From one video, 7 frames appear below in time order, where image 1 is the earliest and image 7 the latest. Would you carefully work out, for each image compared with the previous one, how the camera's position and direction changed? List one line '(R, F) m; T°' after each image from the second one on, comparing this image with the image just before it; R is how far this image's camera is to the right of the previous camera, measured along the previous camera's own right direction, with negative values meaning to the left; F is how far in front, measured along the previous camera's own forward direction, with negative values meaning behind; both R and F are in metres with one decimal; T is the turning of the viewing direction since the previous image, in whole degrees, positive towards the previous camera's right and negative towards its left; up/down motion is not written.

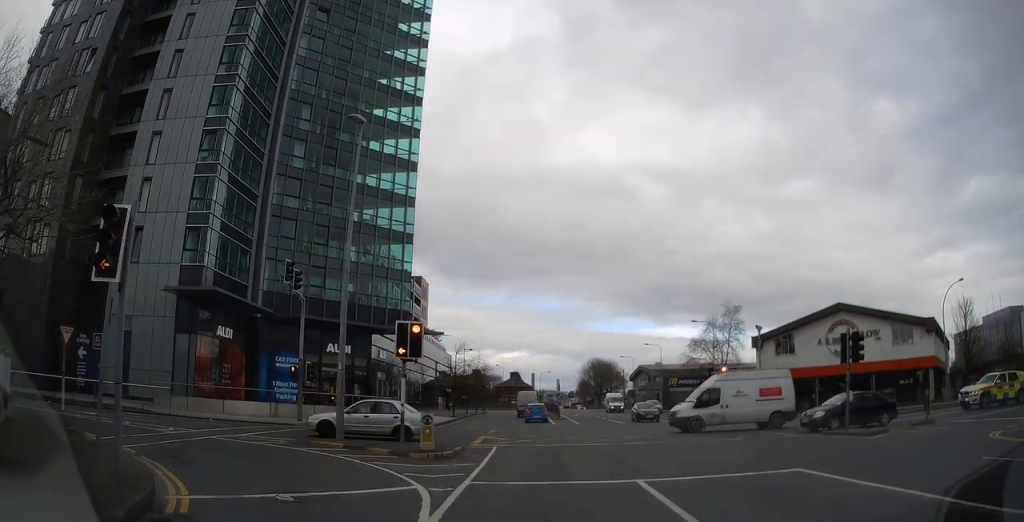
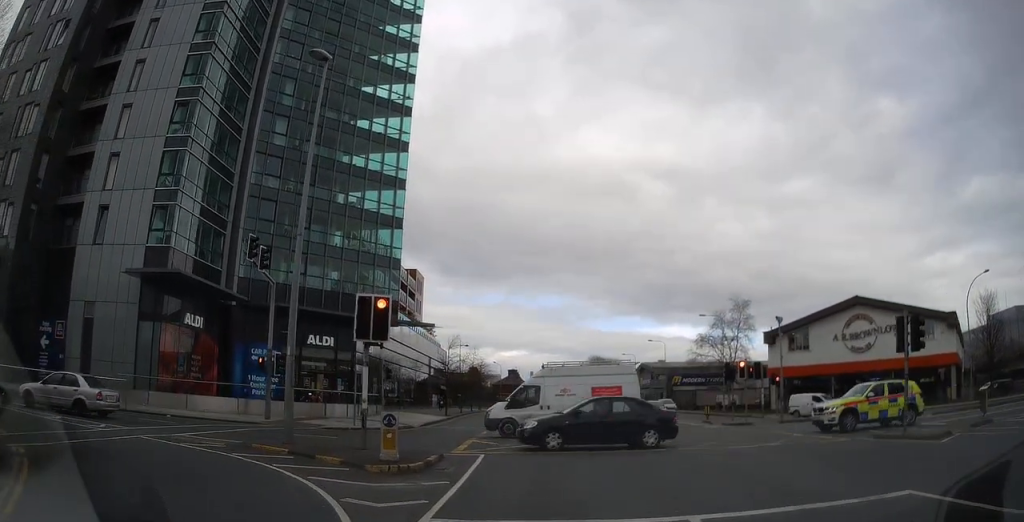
(-0.1, +4.5) m; +1°
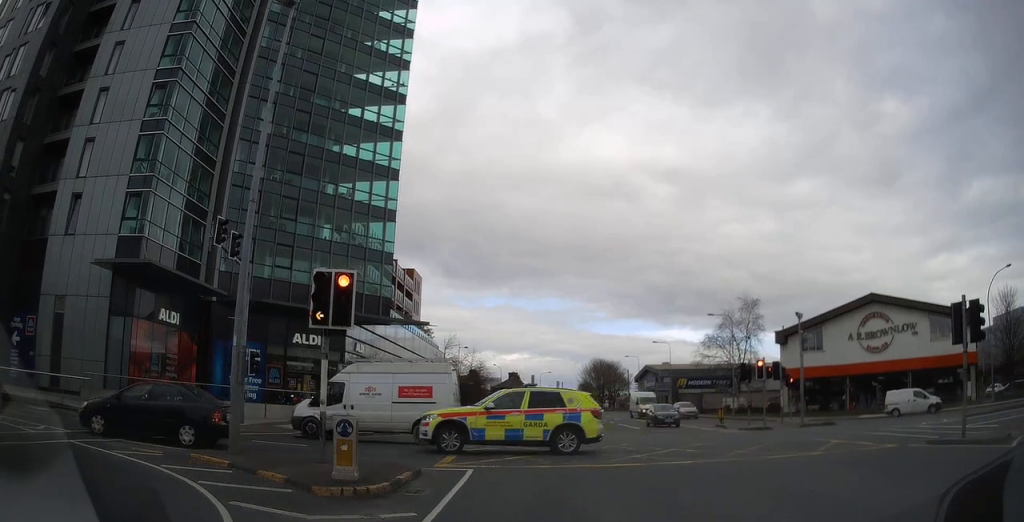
(+0.2, +3.5) m; +2°
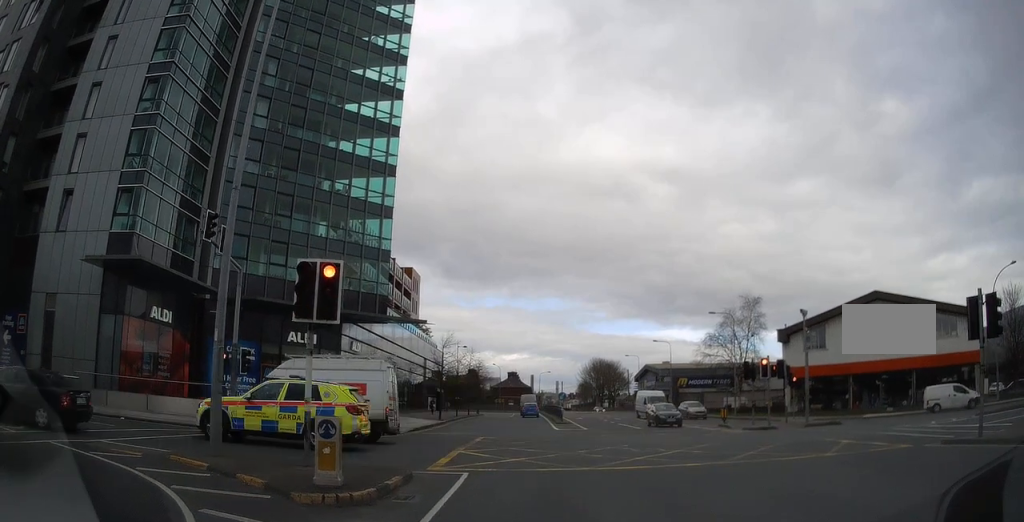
(0.0, +1.0) m; +2°
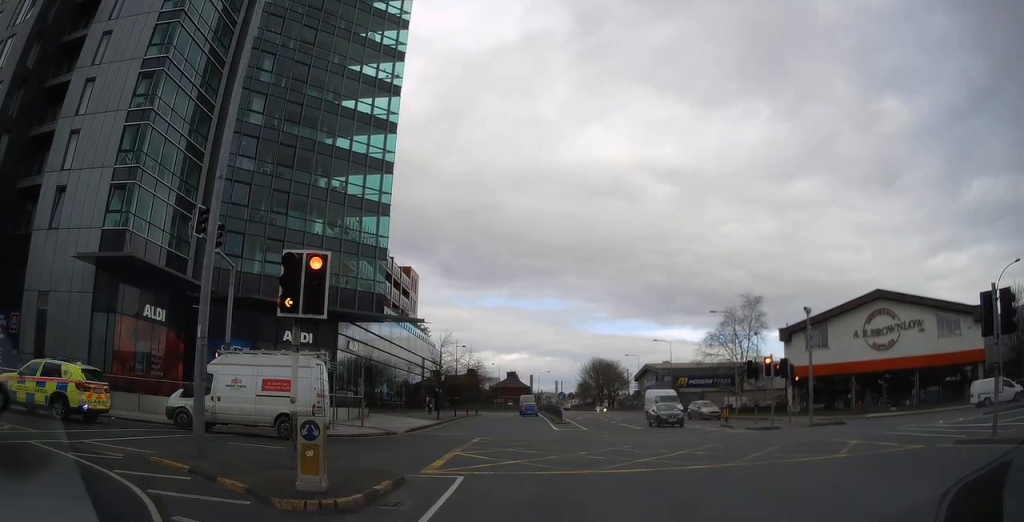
(-0.1, +1.2) m; +3°
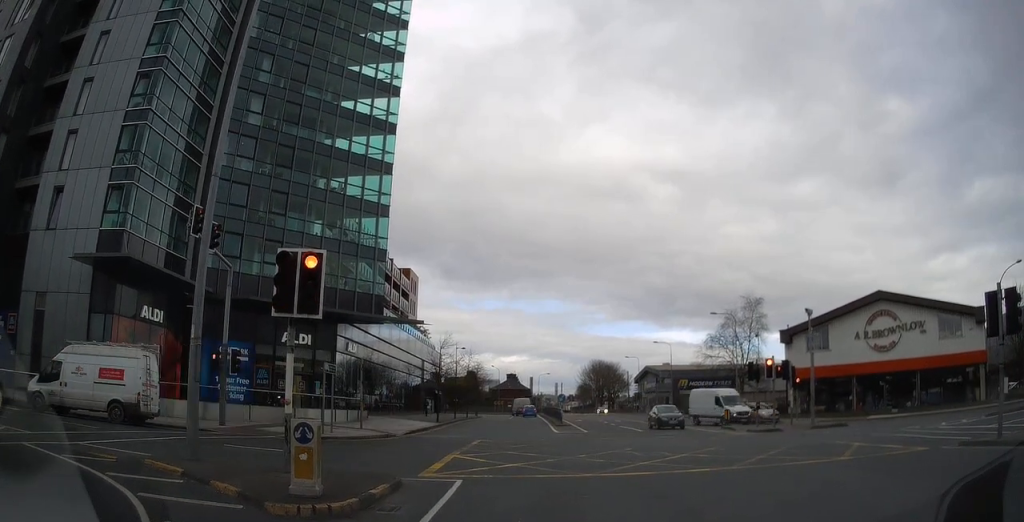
(+0.3, +1.6) m; +1°
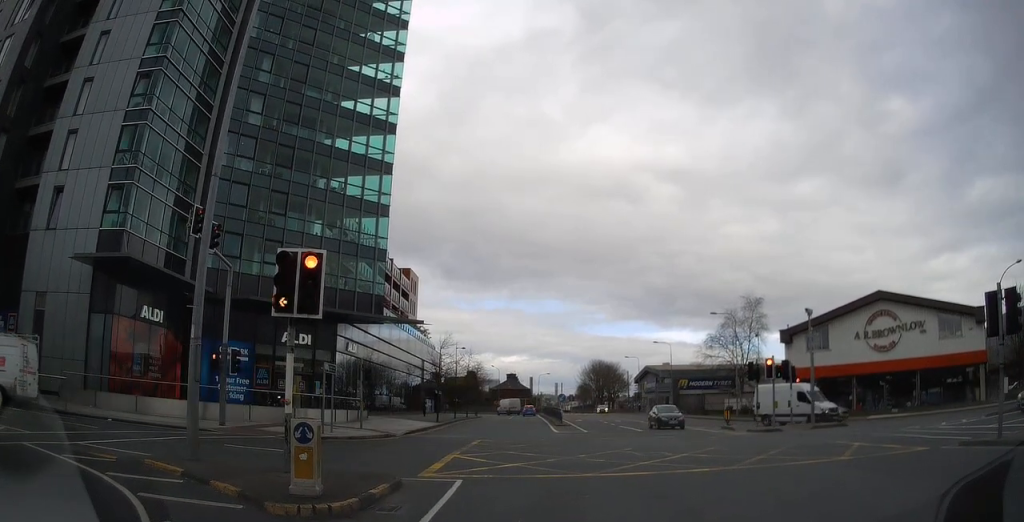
(-0.1, +0.3) m; 0°
